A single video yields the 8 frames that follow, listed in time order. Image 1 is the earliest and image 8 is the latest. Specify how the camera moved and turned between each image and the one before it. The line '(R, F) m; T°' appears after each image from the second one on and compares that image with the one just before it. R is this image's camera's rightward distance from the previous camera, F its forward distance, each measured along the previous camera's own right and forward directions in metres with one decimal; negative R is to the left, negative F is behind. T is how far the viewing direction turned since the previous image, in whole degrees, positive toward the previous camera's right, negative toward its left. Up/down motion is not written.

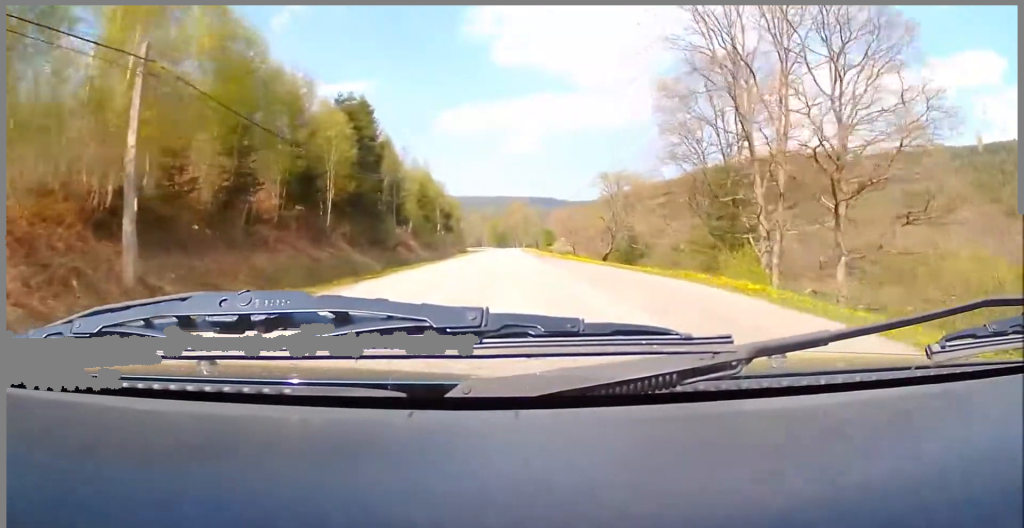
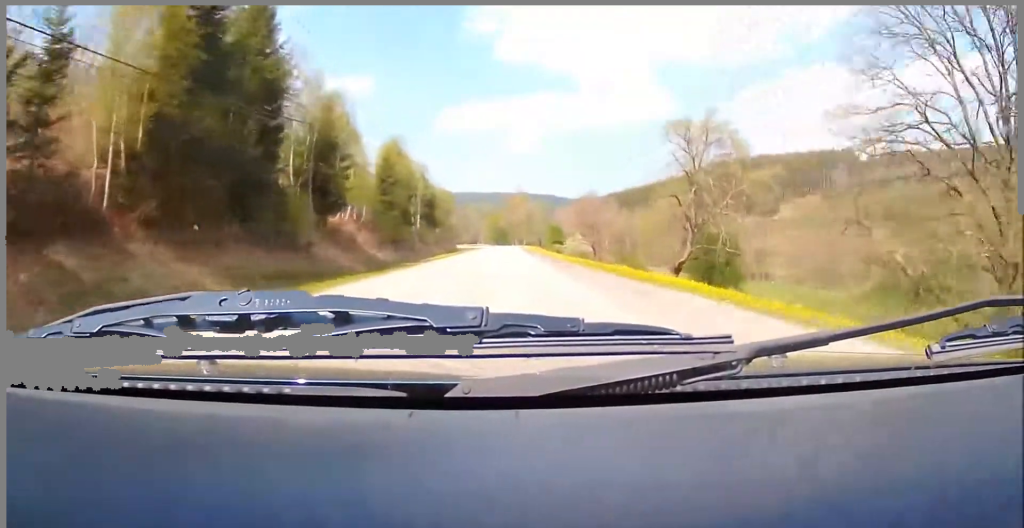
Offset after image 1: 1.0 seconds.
(0.0, +24.2) m; -1°
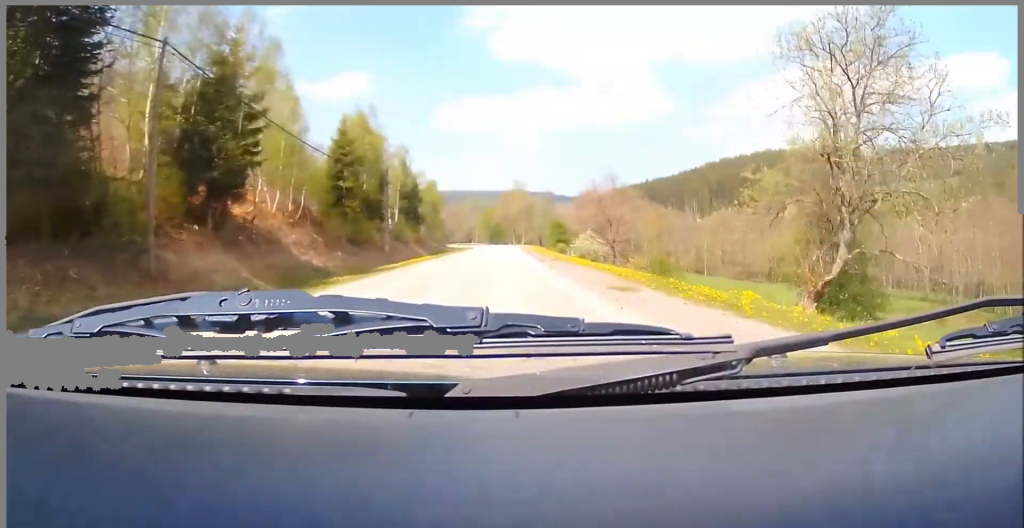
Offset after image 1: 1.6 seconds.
(-0.1, +15.1) m; 0°
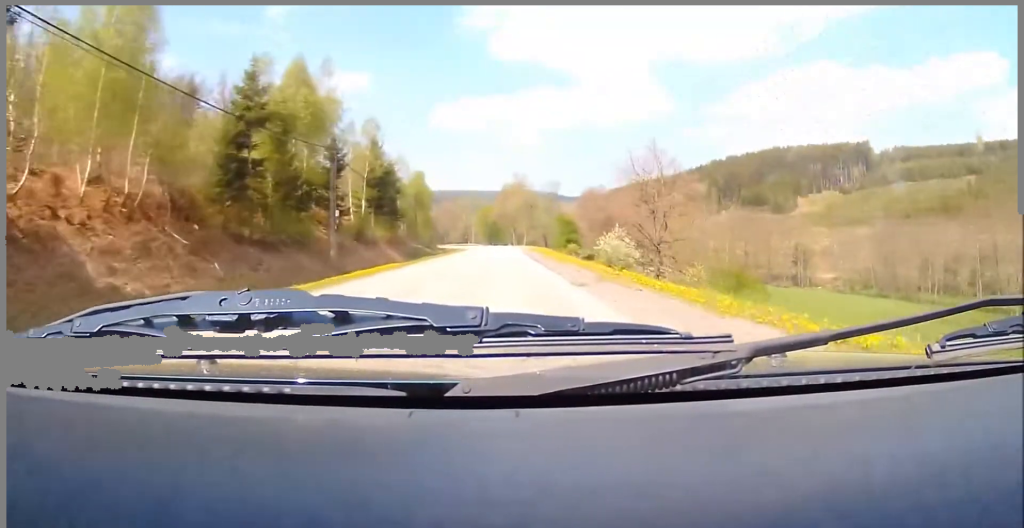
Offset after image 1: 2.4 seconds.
(-0.2, +17.3) m; 0°
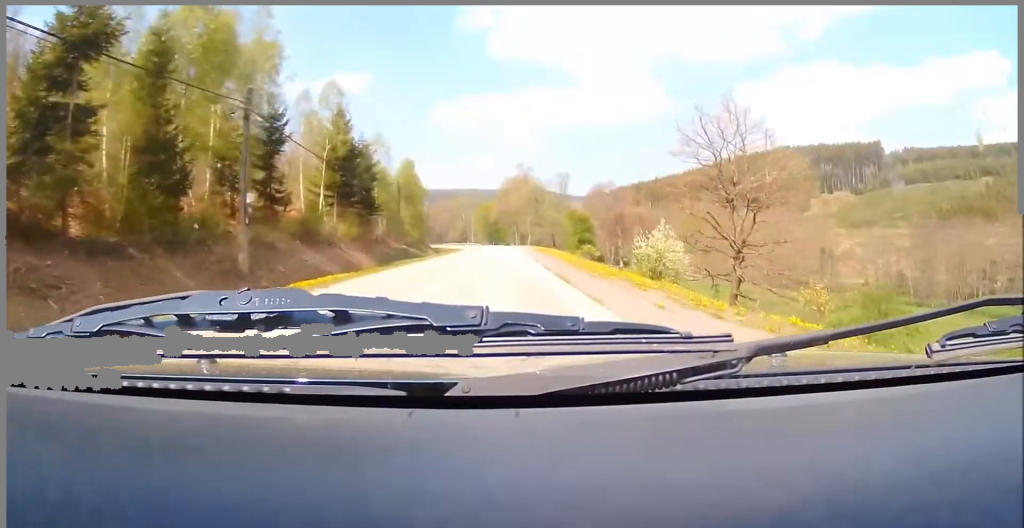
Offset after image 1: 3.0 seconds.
(+0.2, +13.8) m; 0°
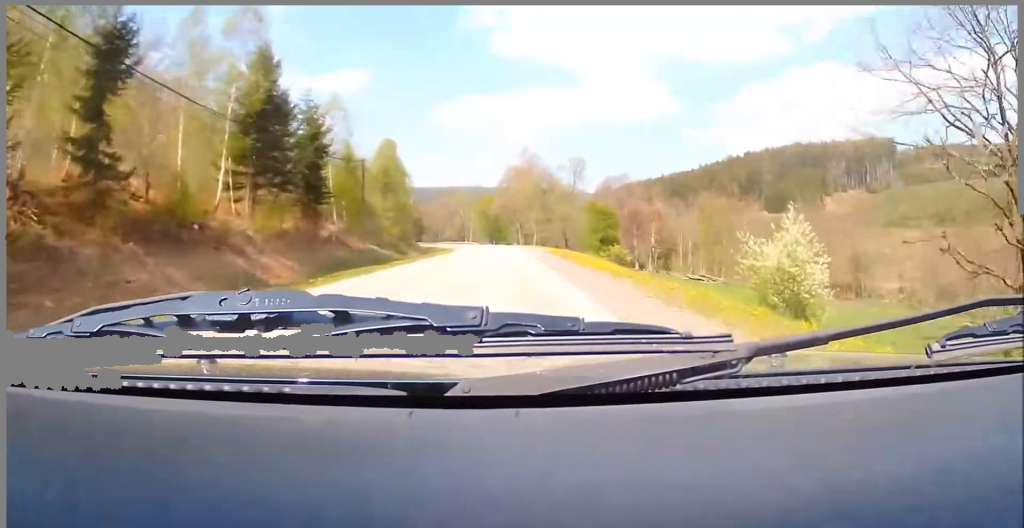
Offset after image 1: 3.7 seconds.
(+0.1, +16.6) m; 0°
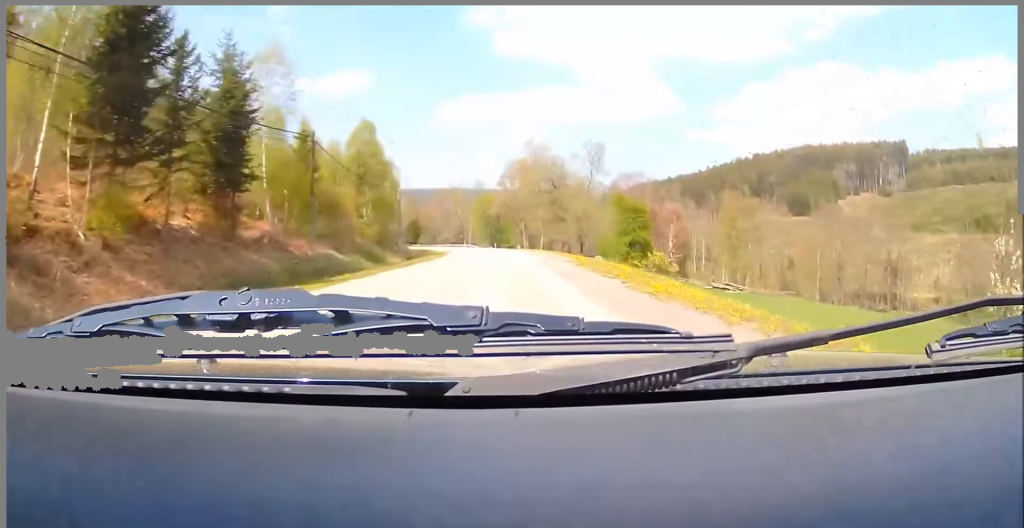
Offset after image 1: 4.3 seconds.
(0.0, +13.3) m; 0°
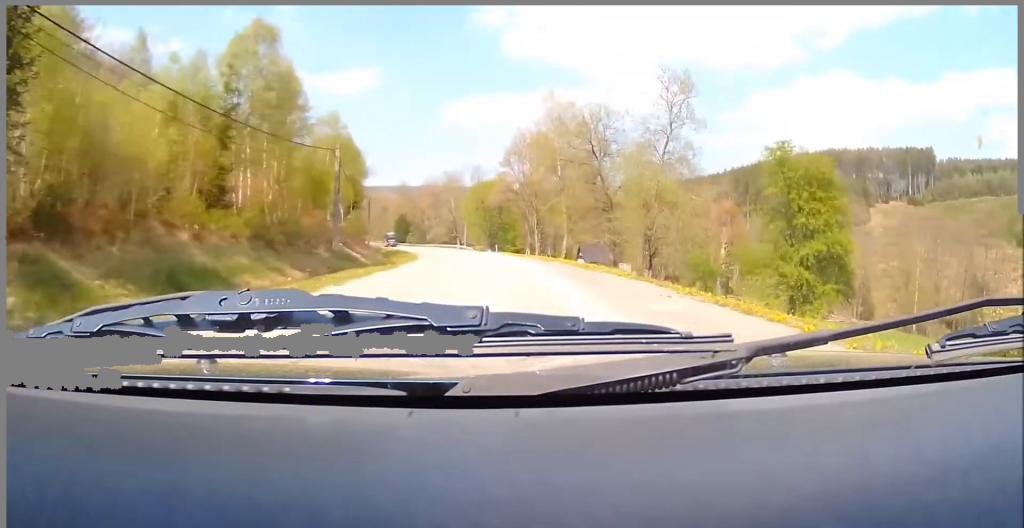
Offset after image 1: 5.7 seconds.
(-0.4, +29.2) m; -2°
